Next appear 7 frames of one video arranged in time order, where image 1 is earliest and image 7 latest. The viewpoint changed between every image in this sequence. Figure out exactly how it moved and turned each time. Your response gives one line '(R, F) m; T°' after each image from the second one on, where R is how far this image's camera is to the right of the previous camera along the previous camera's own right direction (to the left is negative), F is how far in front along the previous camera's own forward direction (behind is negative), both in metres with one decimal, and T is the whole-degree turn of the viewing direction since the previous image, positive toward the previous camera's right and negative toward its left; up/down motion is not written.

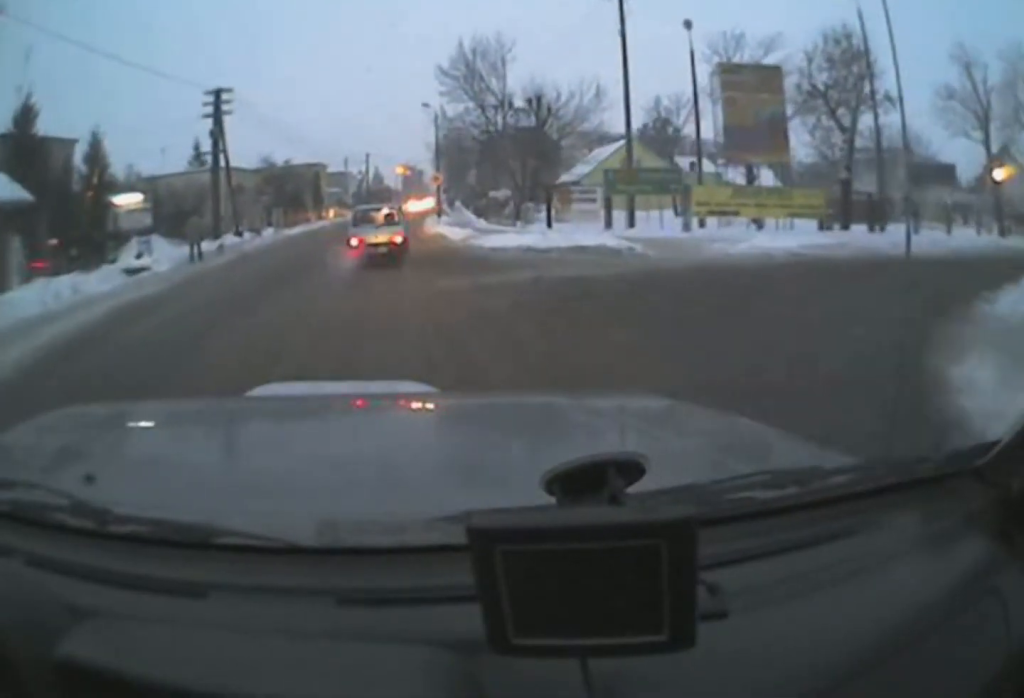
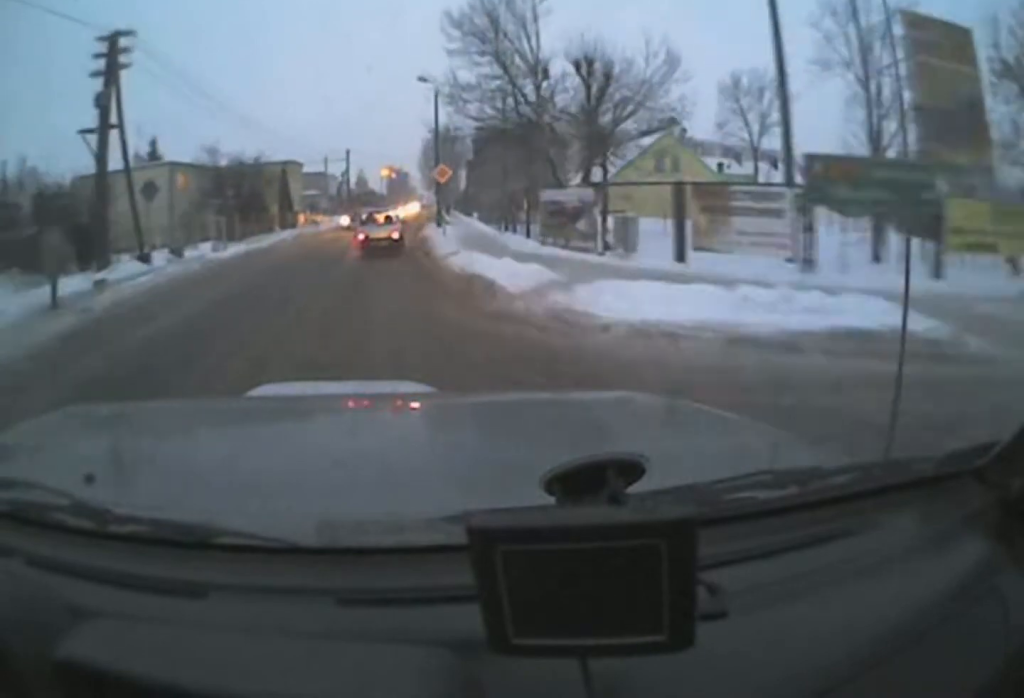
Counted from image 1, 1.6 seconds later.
(0.0, +9.7) m; +2°
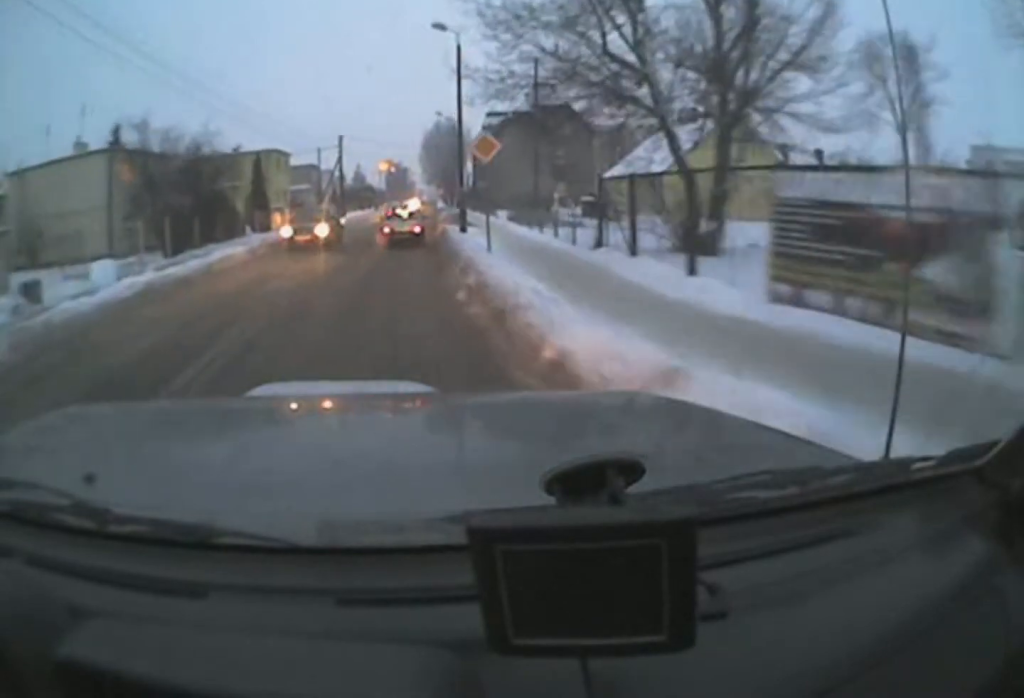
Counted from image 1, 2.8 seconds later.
(-0.1, +8.0) m; -1°
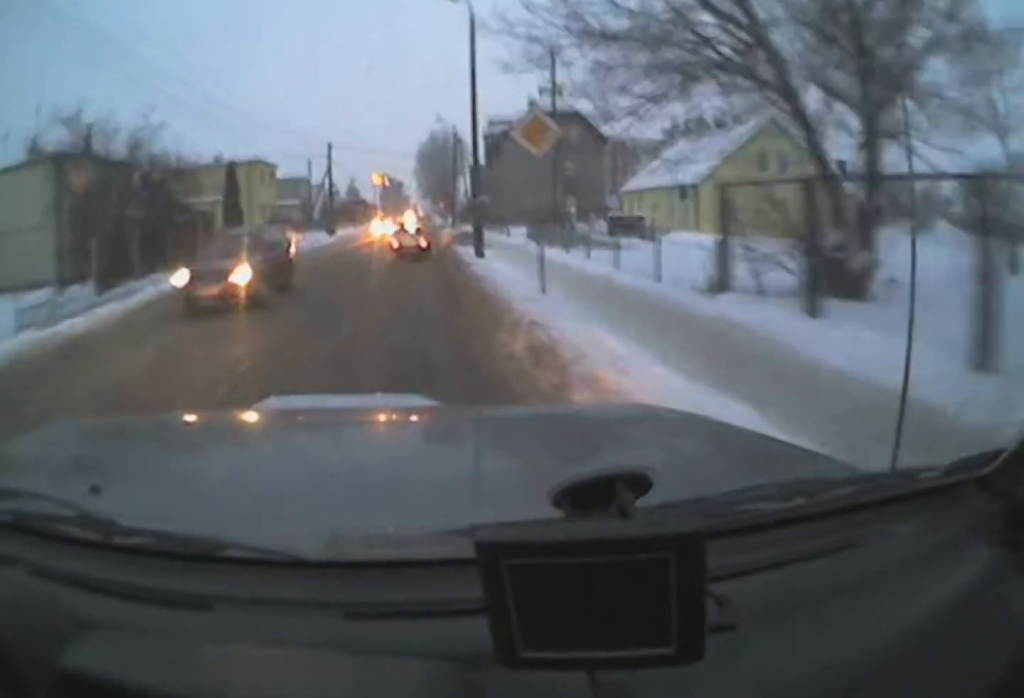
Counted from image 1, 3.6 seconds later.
(+0.1, +5.3) m; +1°
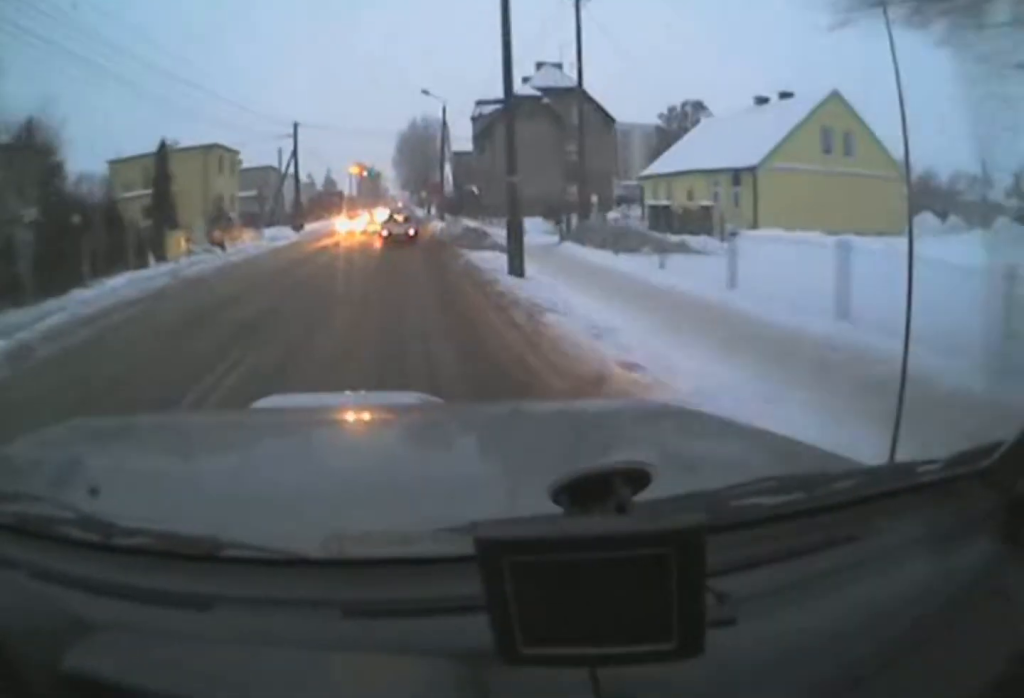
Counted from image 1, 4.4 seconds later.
(+0.2, +6.1) m; +2°
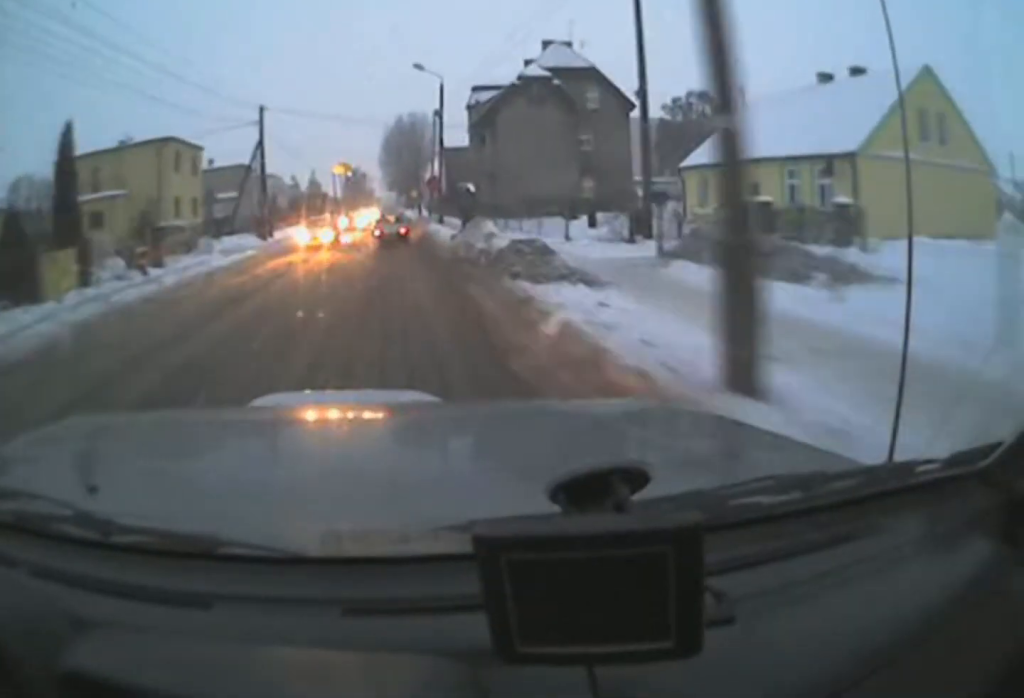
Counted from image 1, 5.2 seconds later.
(+0.1, +6.8) m; +1°
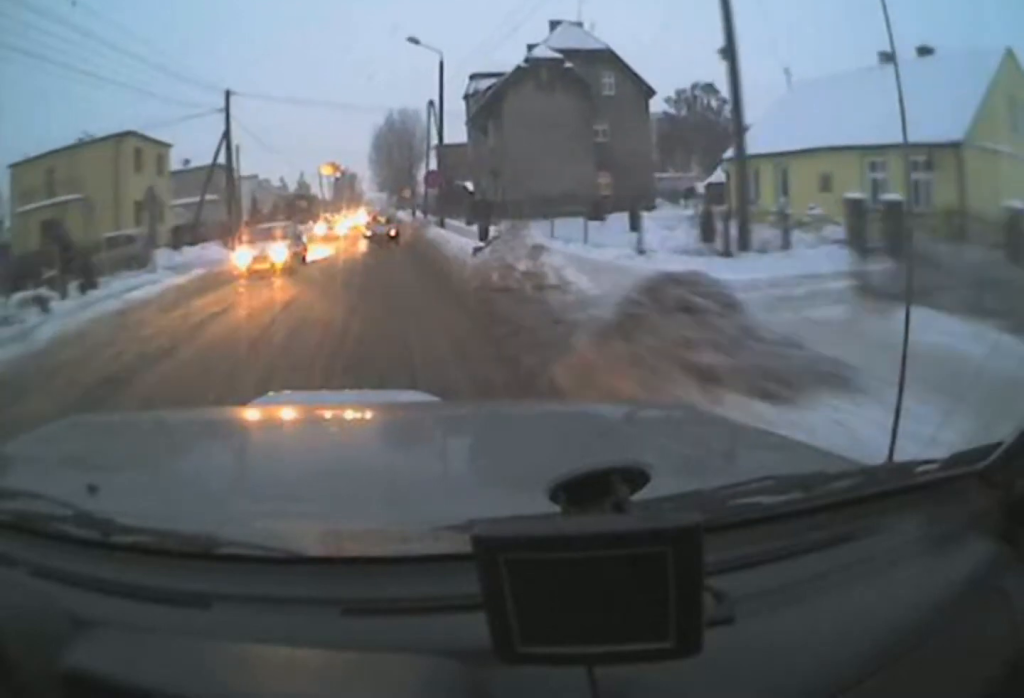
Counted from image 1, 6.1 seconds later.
(0.0, +7.9) m; 0°
